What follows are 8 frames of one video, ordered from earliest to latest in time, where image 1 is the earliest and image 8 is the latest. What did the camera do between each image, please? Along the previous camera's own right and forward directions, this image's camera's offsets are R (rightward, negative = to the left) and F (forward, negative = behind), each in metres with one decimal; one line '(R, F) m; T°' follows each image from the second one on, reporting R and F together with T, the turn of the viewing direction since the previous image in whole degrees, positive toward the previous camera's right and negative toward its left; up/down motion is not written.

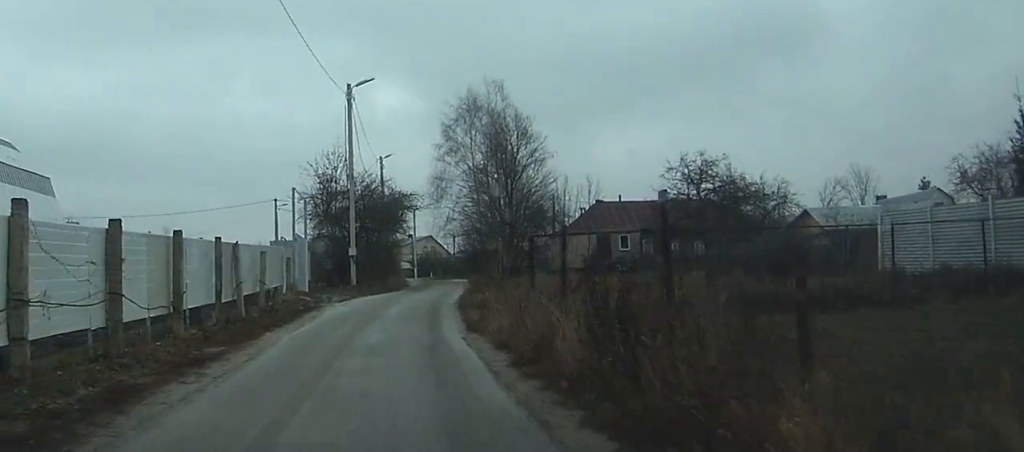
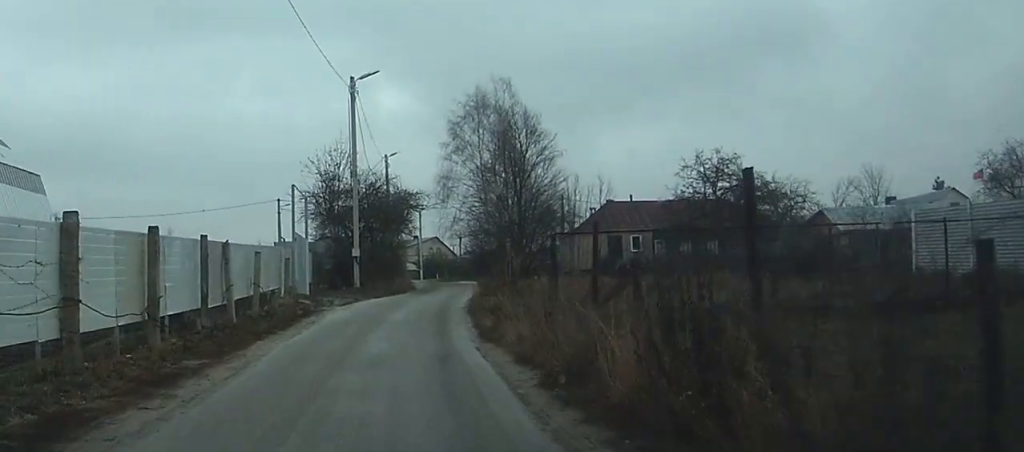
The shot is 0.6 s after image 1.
(0.0, +2.2) m; 0°
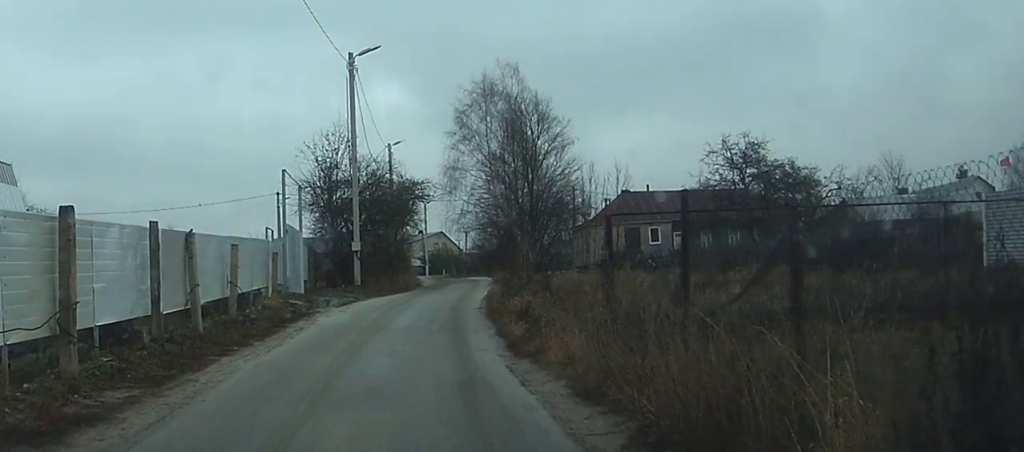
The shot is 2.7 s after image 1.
(-0.3, +4.2) m; -7°
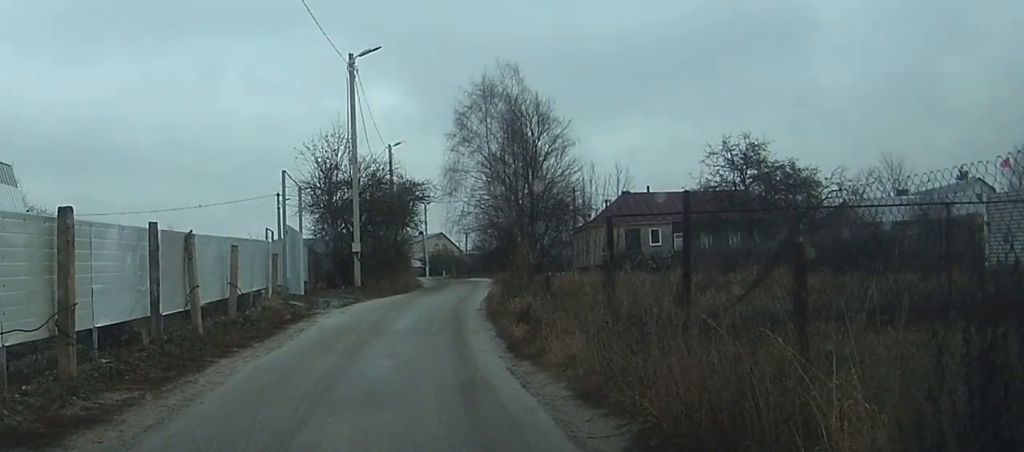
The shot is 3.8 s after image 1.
(-0.4, +0.2) m; 0°
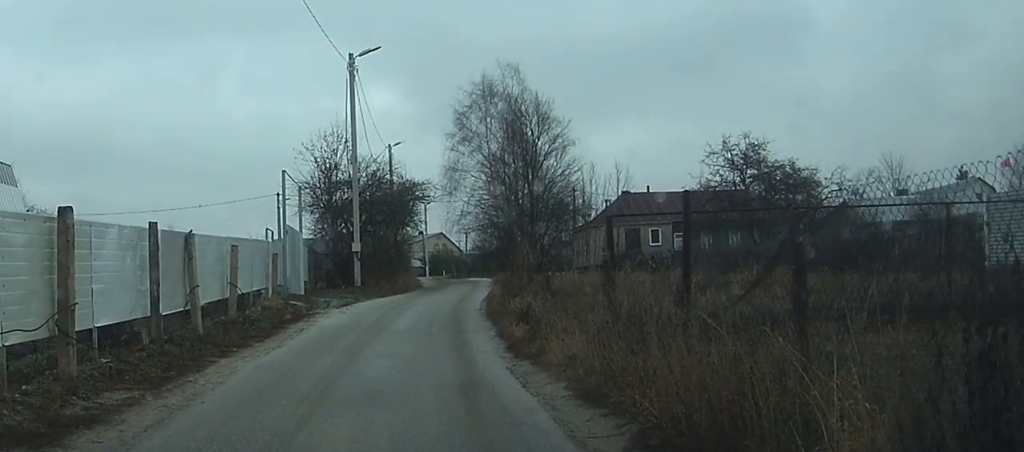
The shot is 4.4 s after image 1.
(-0.1, 0.0) m; 0°
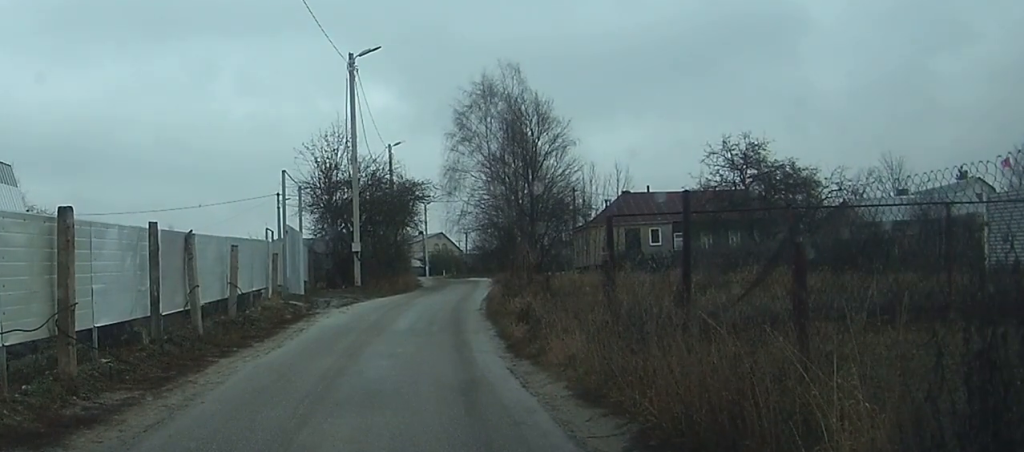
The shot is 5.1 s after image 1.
(0.0, 0.0) m; 0°
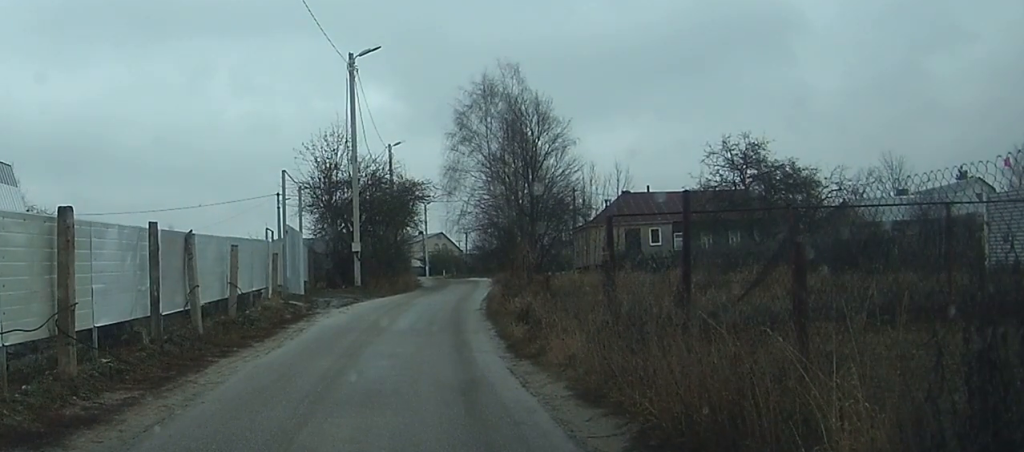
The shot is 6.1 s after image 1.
(0.0, 0.0) m; 0°
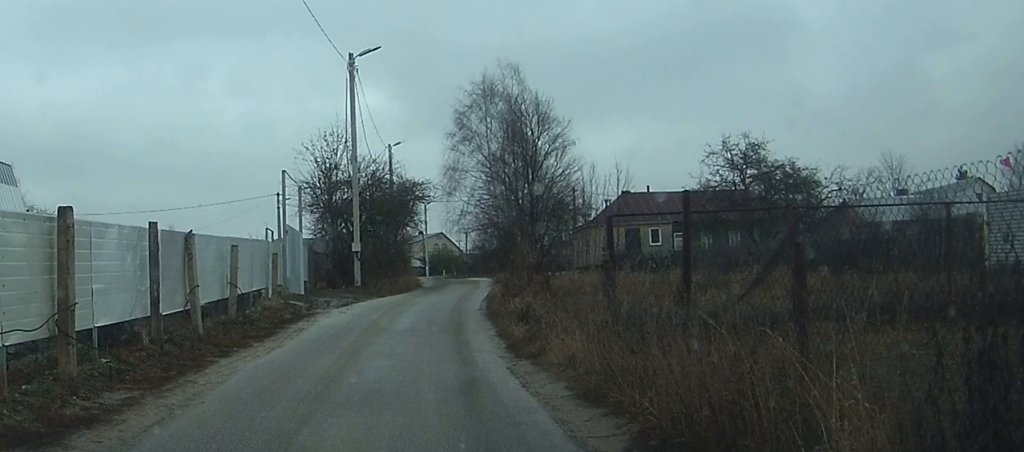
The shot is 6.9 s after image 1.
(0.0, 0.0) m; 0°
